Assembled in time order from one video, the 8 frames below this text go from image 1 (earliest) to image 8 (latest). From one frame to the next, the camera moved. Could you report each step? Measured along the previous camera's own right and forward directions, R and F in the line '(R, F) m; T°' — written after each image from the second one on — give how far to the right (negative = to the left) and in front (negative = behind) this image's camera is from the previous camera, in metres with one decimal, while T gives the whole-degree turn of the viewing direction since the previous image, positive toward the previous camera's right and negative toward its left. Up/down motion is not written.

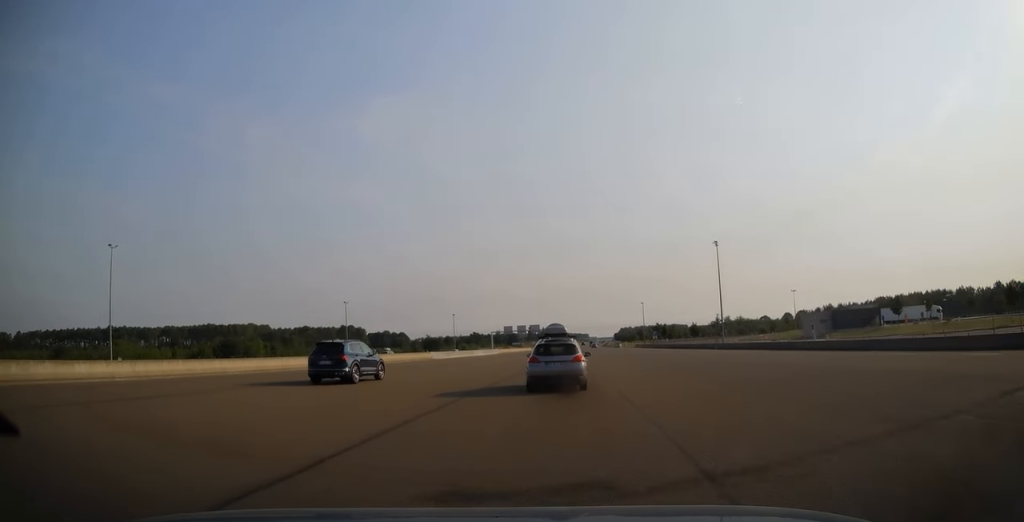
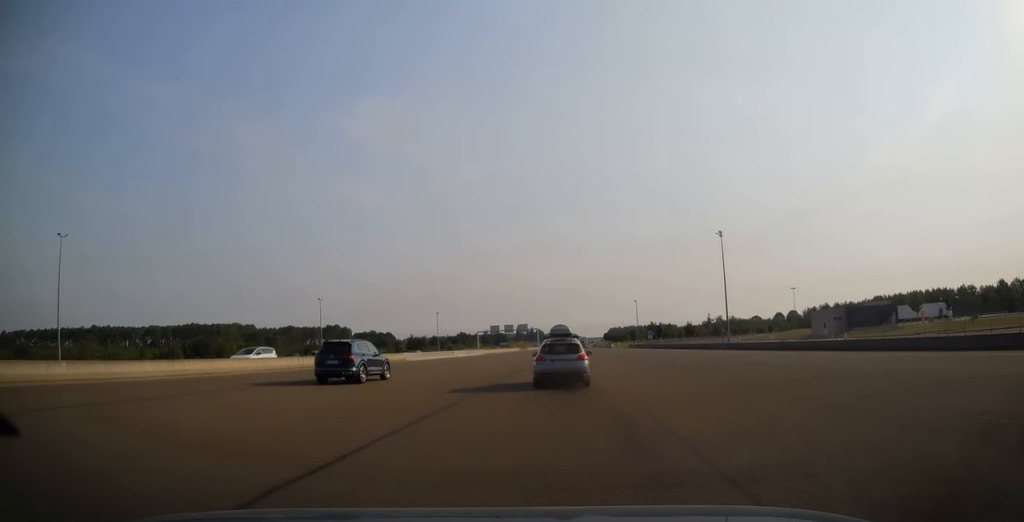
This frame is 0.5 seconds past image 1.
(+0.1, +8.8) m; +1°
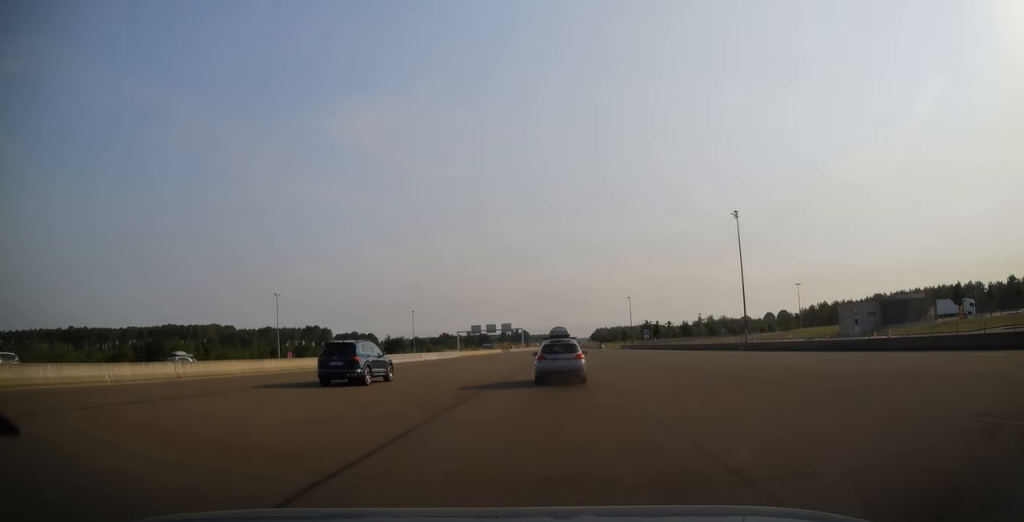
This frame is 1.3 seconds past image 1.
(+0.2, +14.0) m; +1°
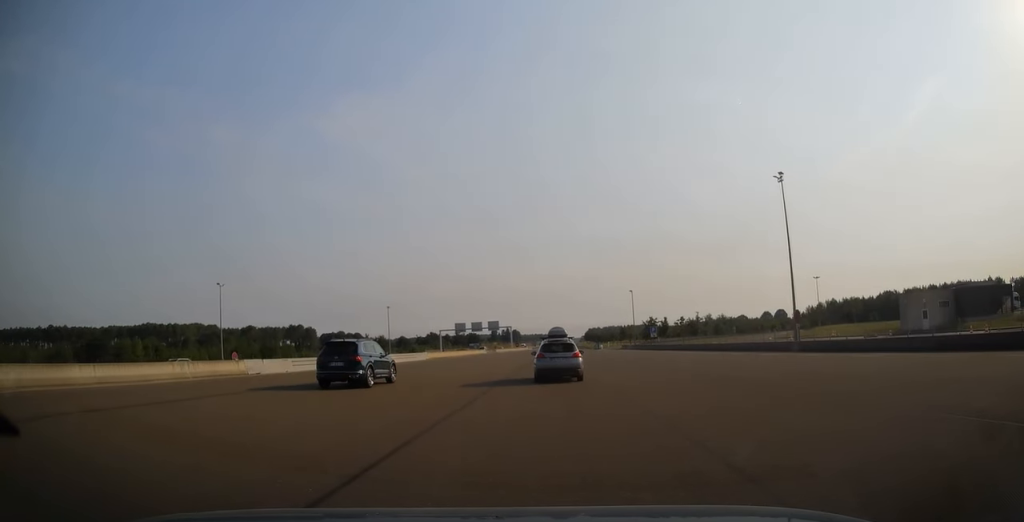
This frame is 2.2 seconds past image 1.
(+0.3, +17.4) m; +1°
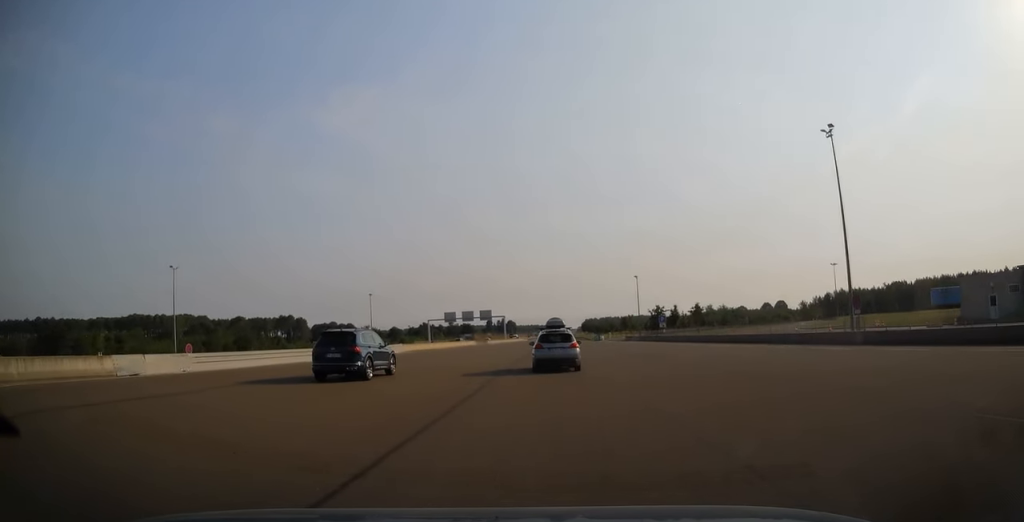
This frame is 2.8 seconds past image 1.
(-0.1, +11.9) m; 0°
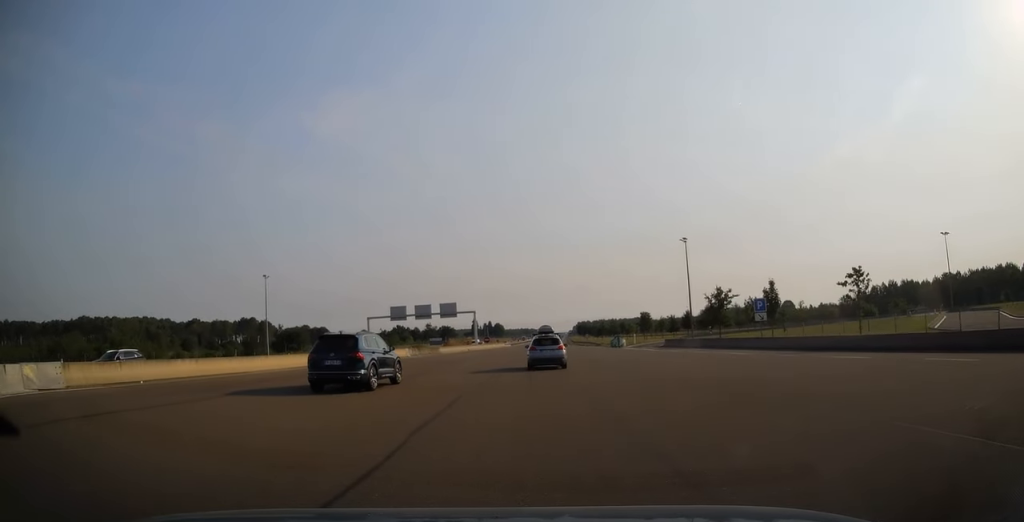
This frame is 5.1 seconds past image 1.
(+0.5, +48.0) m; +1°
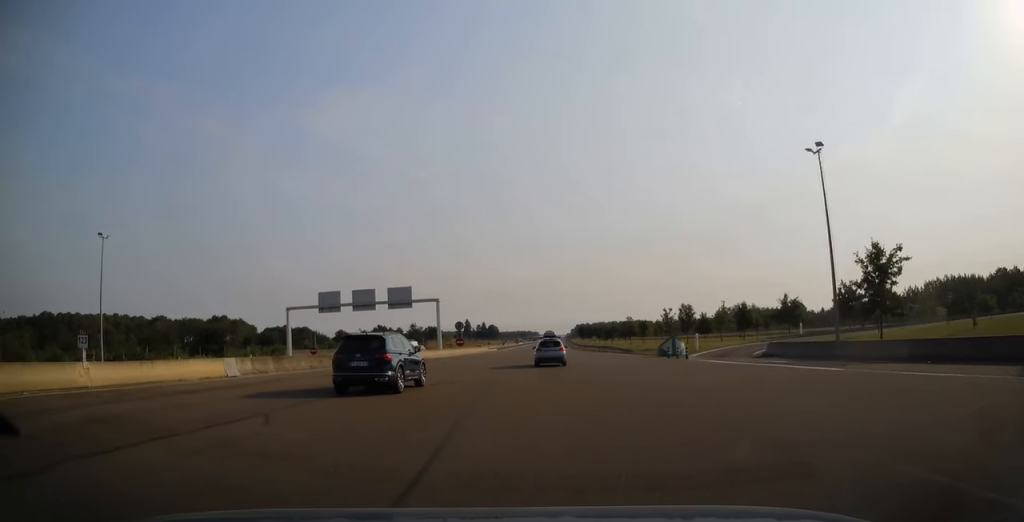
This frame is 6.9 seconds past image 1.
(-0.3, +35.5) m; -1°
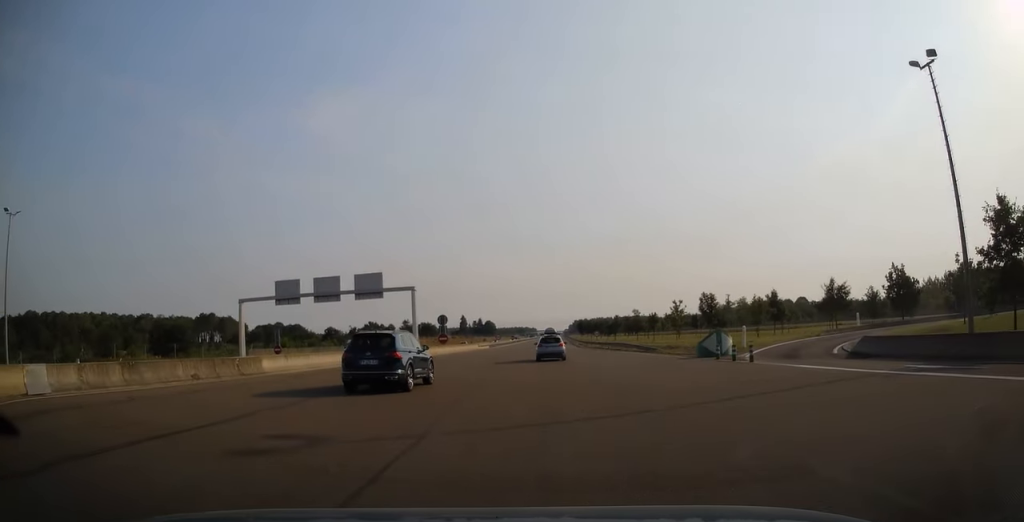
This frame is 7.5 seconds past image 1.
(0.0, +12.3) m; 0°
